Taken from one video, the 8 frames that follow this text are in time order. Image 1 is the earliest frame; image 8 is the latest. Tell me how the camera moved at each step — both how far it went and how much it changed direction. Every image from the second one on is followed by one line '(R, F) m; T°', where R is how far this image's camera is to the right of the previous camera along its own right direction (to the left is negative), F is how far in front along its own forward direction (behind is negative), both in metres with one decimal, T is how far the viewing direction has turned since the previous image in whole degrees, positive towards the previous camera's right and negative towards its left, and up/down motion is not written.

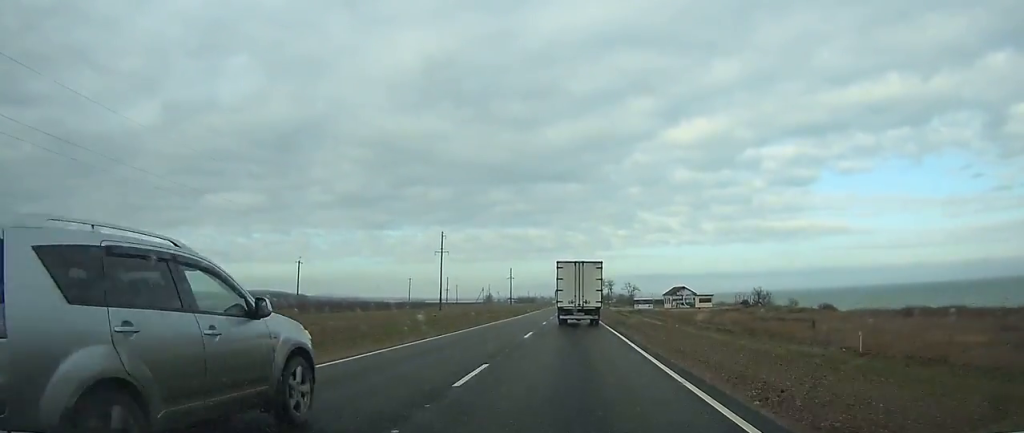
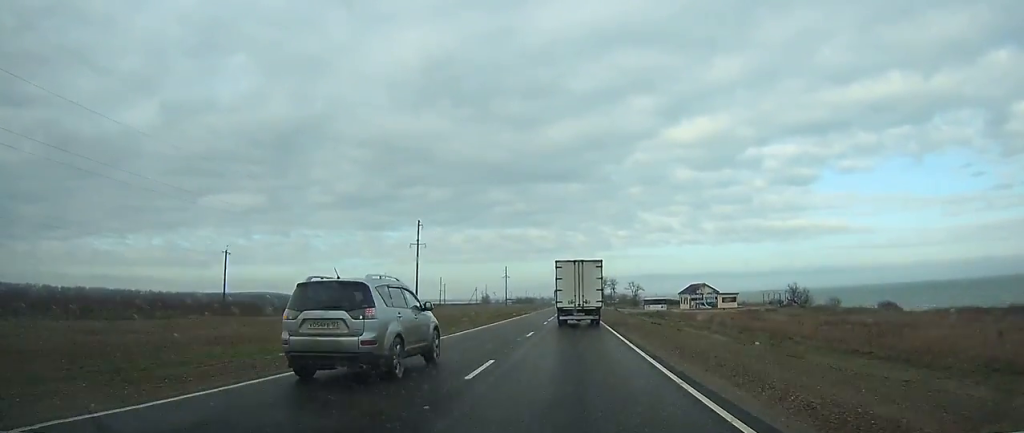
(0.0, +22.9) m; 0°
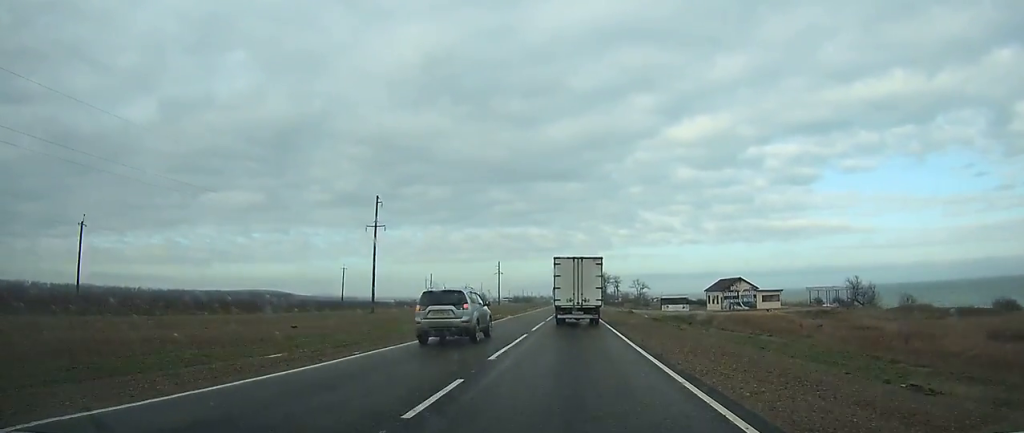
(0.0, +27.1) m; 0°
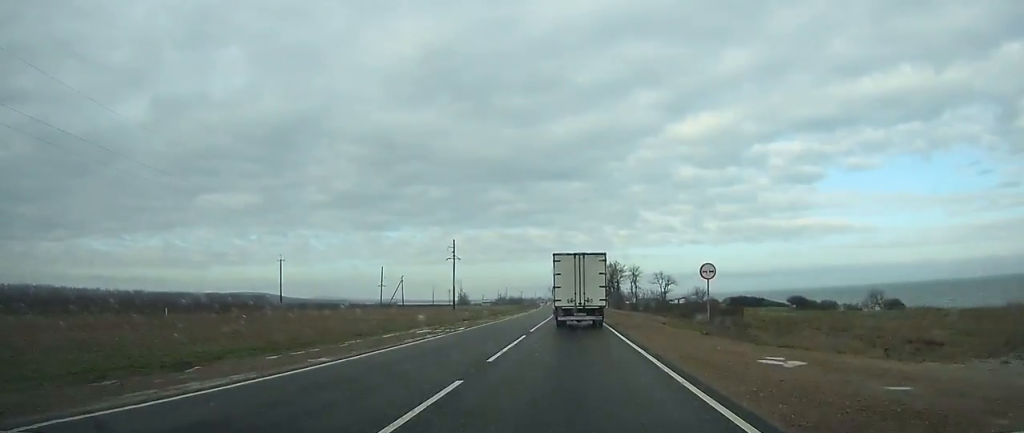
(0.0, +96.6) m; 0°
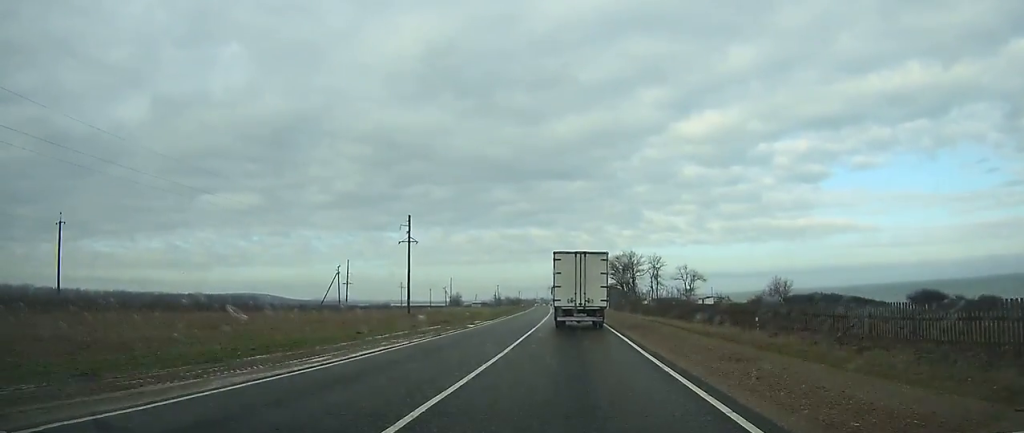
(-0.4, +47.9) m; -1°
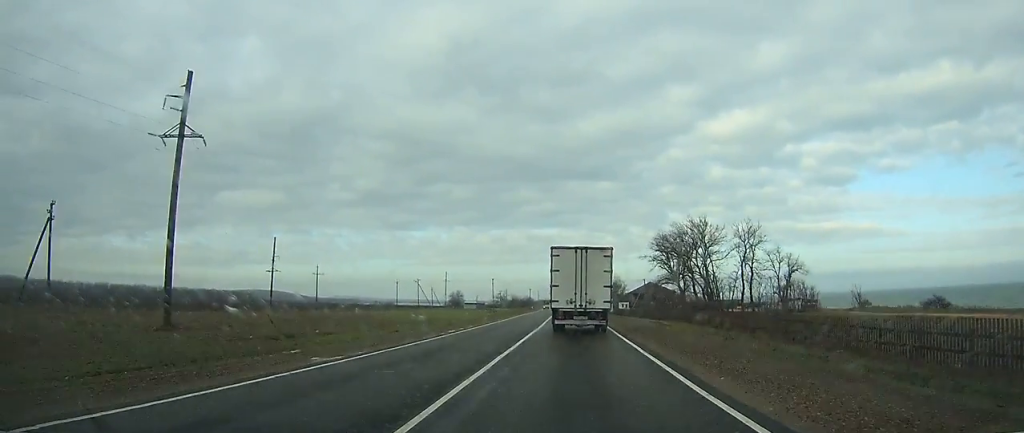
(-1.5, +75.2) m; -2°
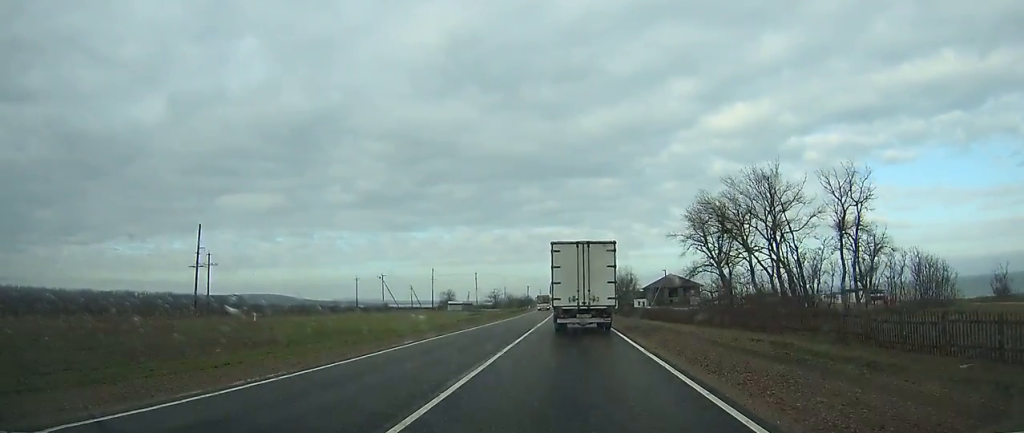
(0.0, +36.9) m; 0°
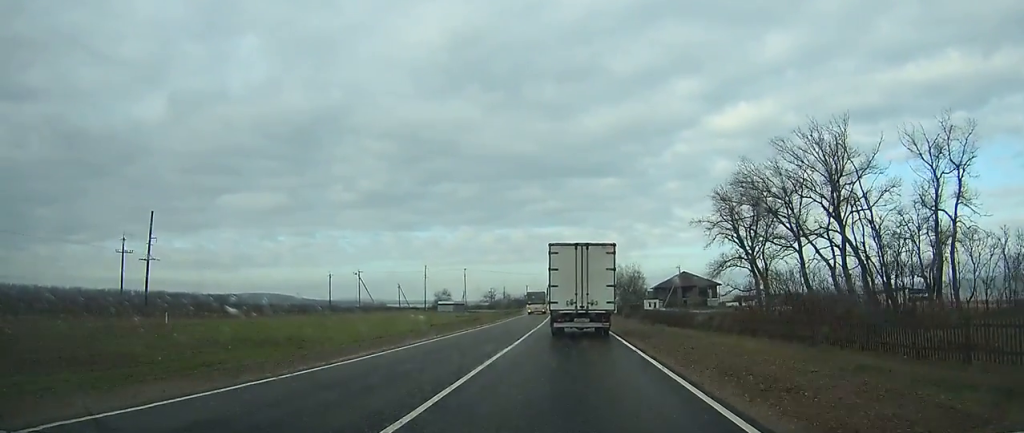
(0.0, +17.5) m; 0°
